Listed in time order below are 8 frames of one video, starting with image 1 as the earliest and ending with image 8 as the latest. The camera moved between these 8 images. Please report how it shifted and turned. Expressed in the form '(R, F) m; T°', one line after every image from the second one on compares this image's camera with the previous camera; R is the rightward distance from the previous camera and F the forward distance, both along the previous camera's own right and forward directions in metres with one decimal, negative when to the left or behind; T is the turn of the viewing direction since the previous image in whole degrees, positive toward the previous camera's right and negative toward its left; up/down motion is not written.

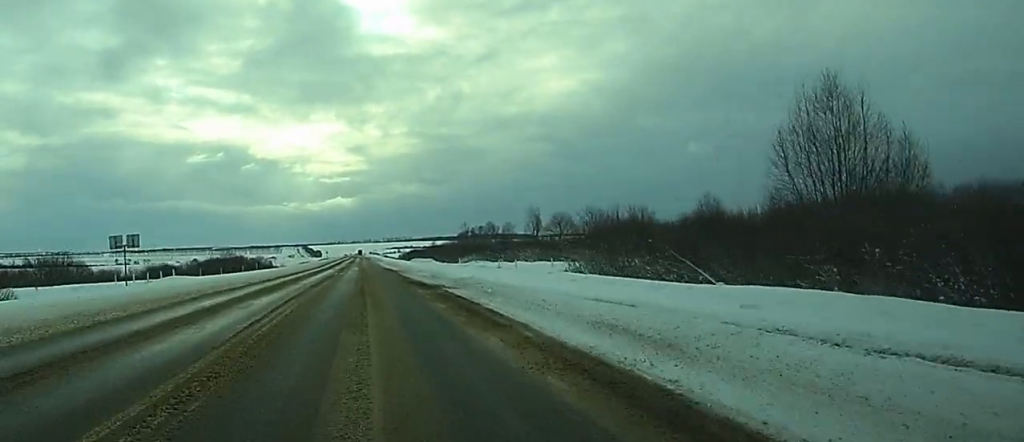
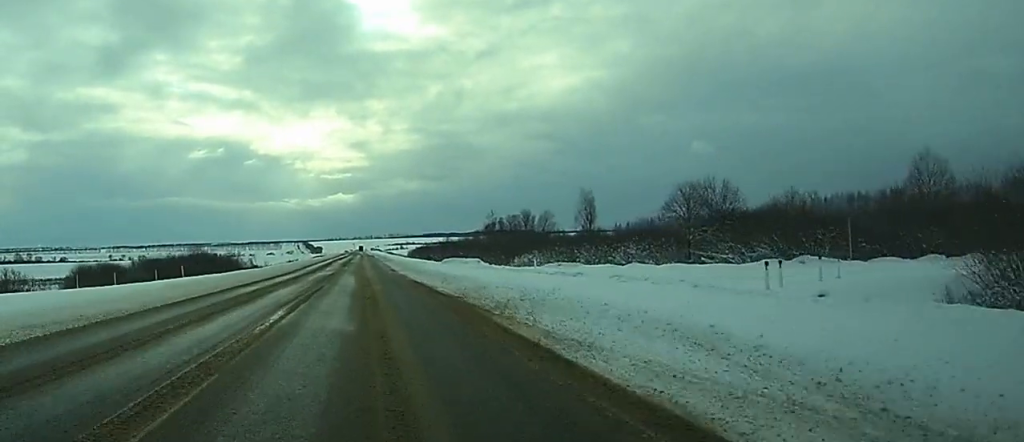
(+0.1, +40.8) m; 0°
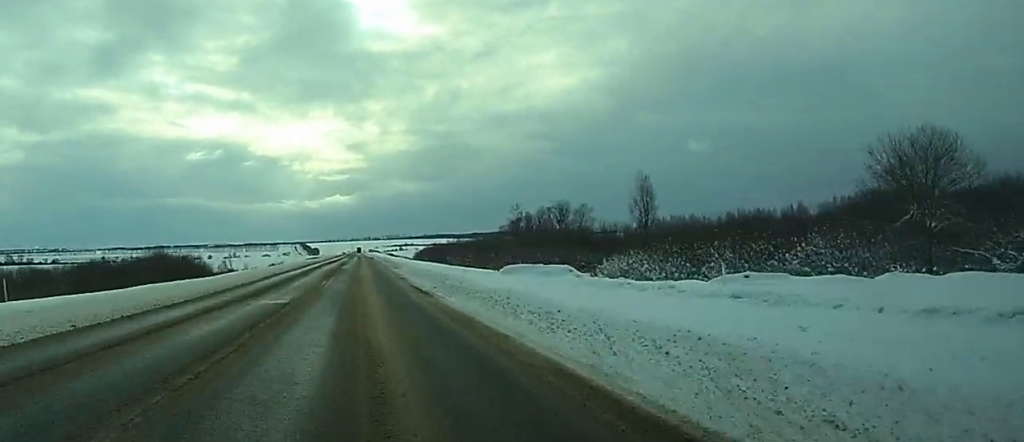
(-0.1, +28.7) m; 0°
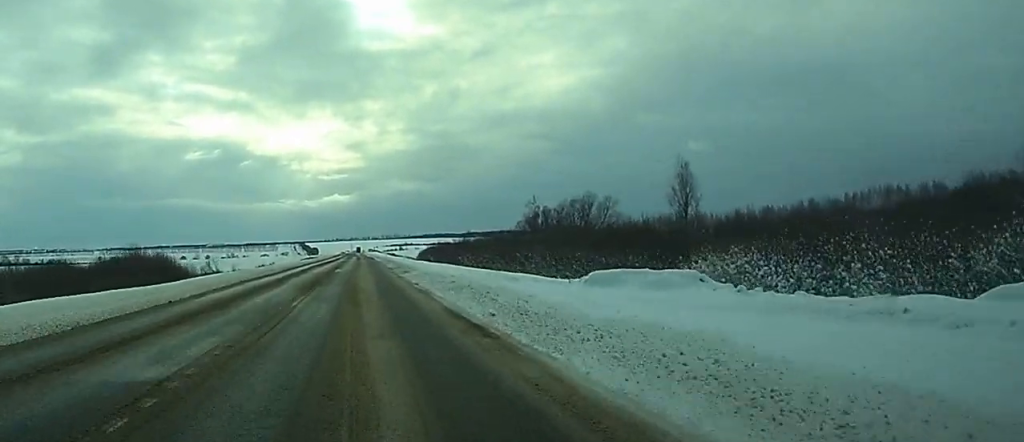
(0.0, +13.9) m; 0°
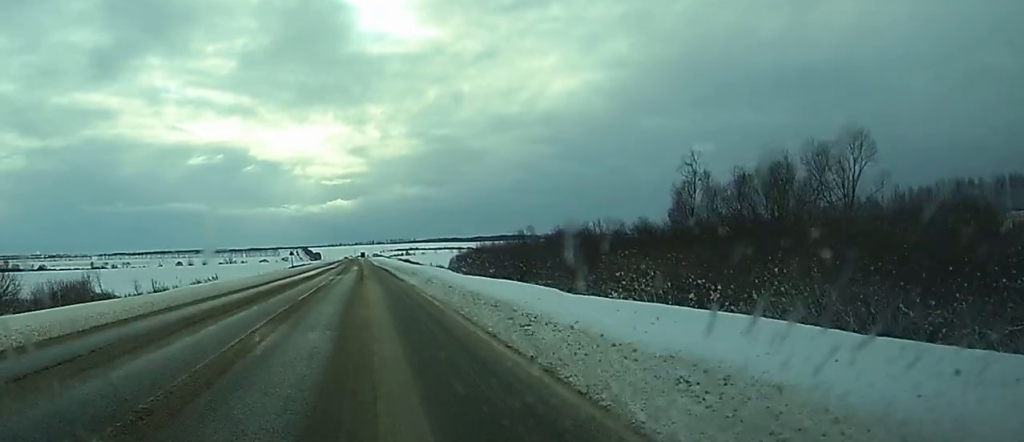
(-0.4, +57.8) m; +1°
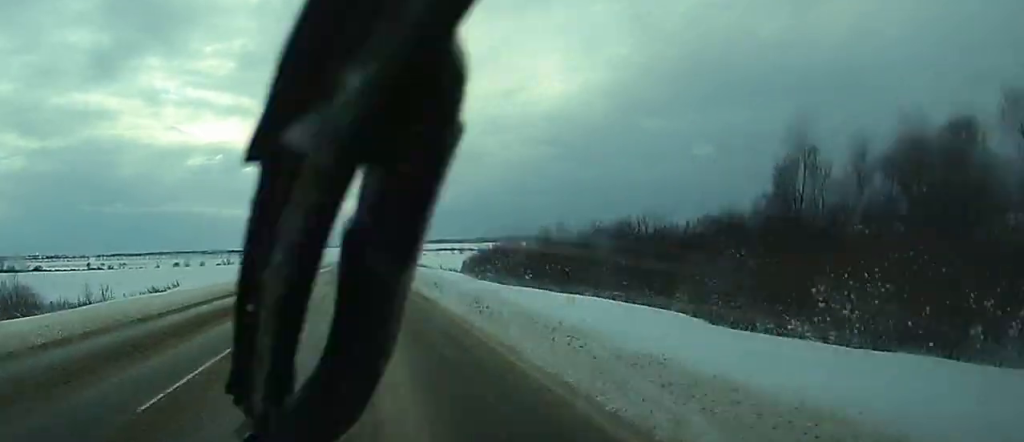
(+0.2, +16.9) m; 0°
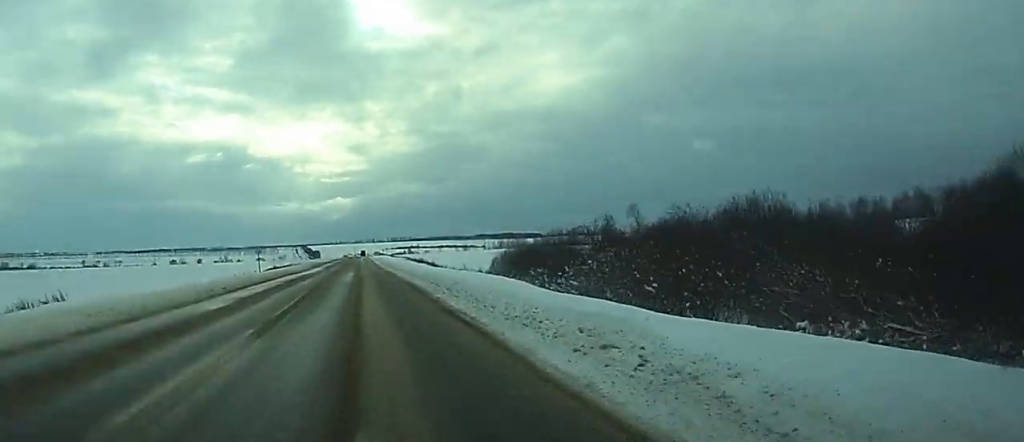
(0.0, +25.3) m; -1°
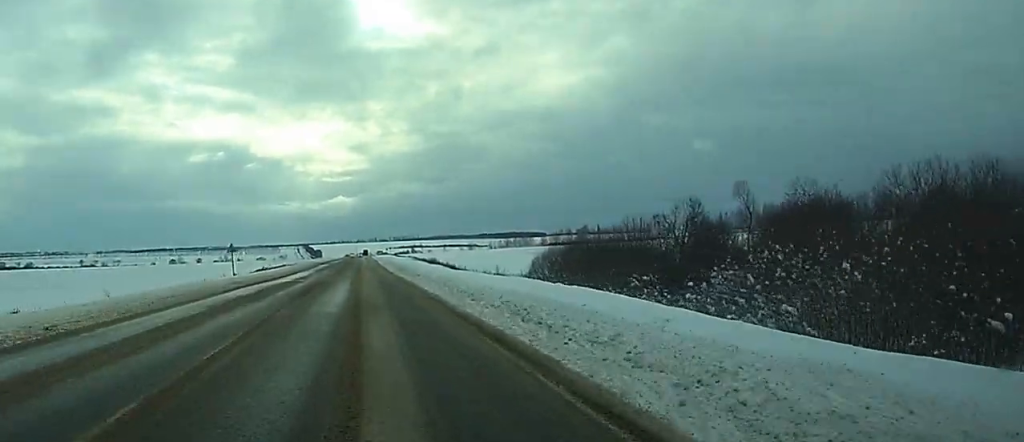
(-0.5, +19.6) m; 0°
